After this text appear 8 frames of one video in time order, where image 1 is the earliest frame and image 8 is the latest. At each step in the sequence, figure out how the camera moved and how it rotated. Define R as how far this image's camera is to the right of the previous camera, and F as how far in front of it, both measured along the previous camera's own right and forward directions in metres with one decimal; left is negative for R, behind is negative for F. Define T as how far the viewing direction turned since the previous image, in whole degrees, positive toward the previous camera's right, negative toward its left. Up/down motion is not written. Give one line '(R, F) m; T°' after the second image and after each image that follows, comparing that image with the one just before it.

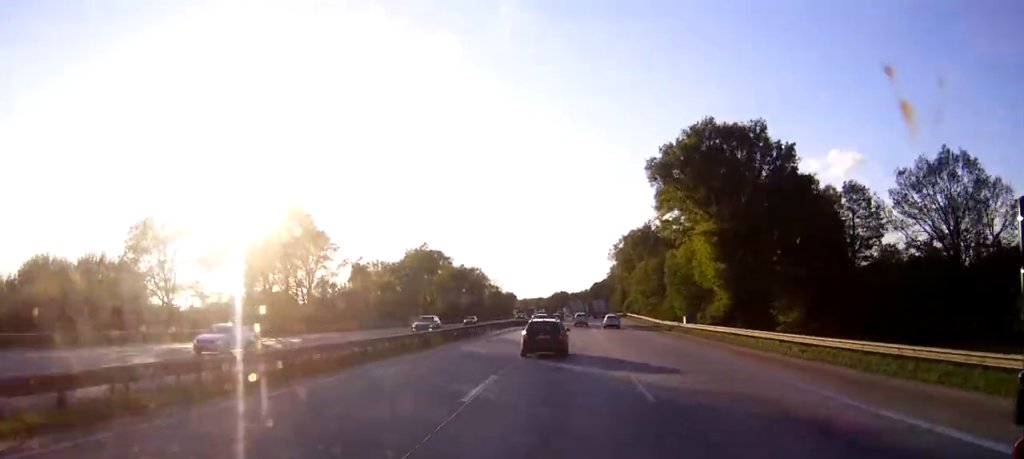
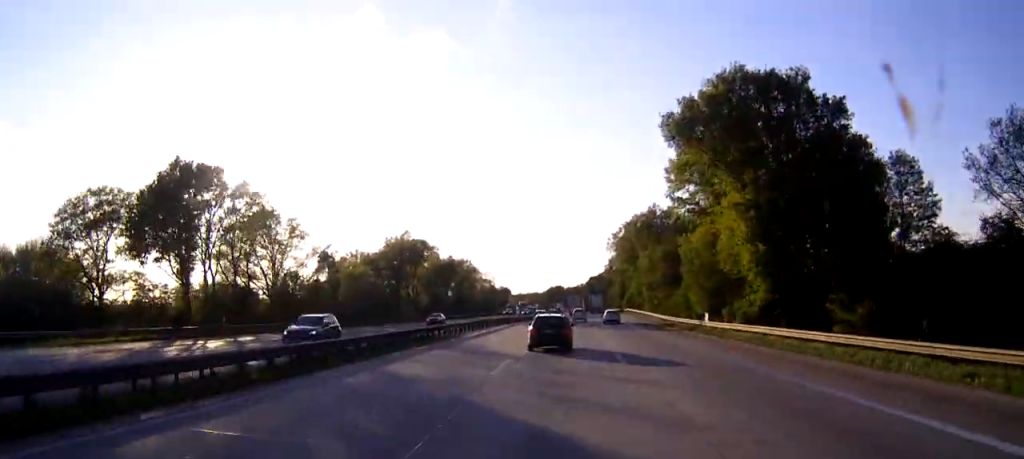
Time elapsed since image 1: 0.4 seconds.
(+0.1, +13.0) m; 0°
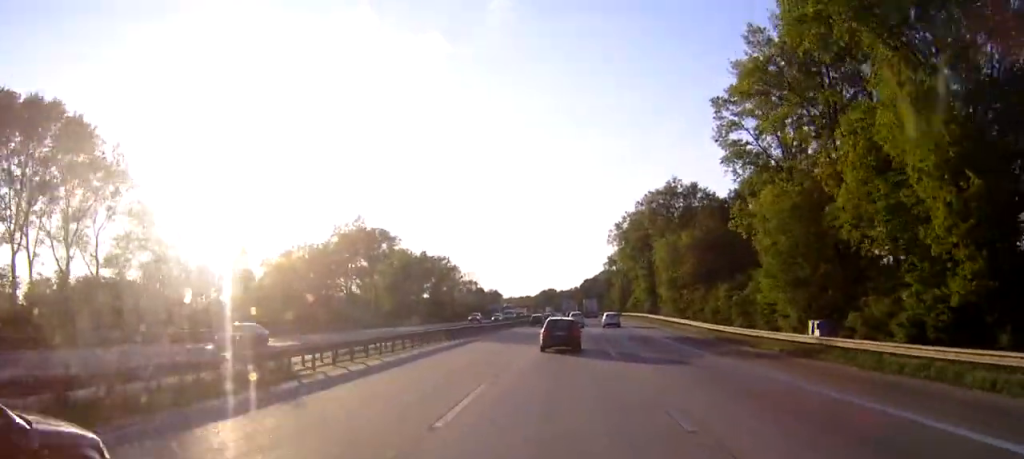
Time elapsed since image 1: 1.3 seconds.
(+0.1, +26.9) m; 0°
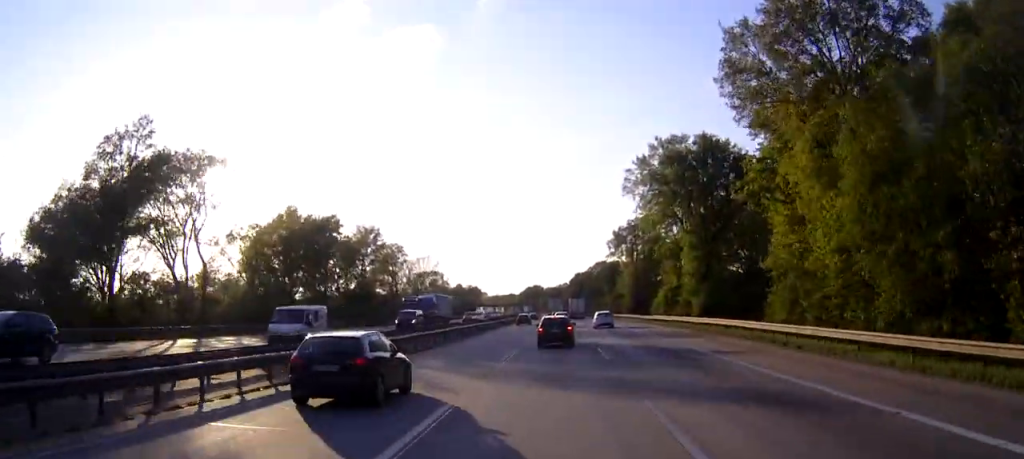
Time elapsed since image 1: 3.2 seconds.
(+0.4, +56.5) m; +1°
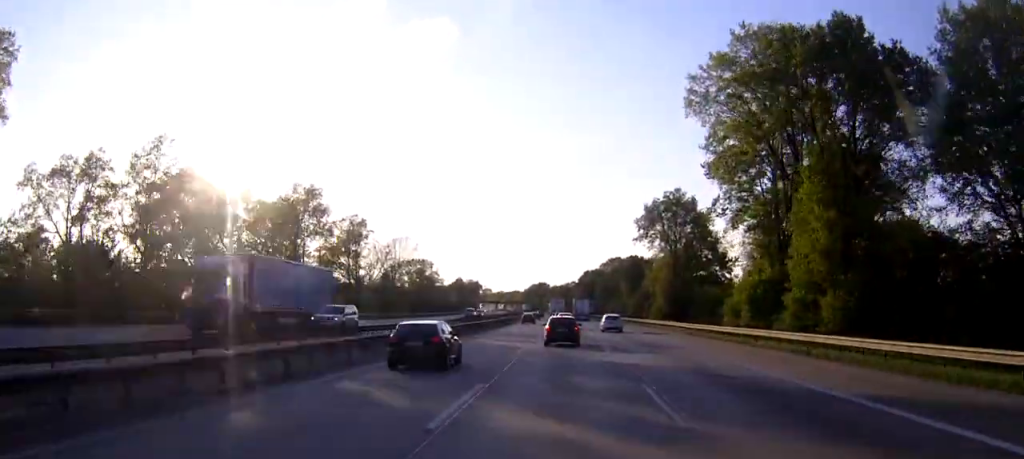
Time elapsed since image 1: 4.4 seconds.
(0.0, +33.3) m; 0°
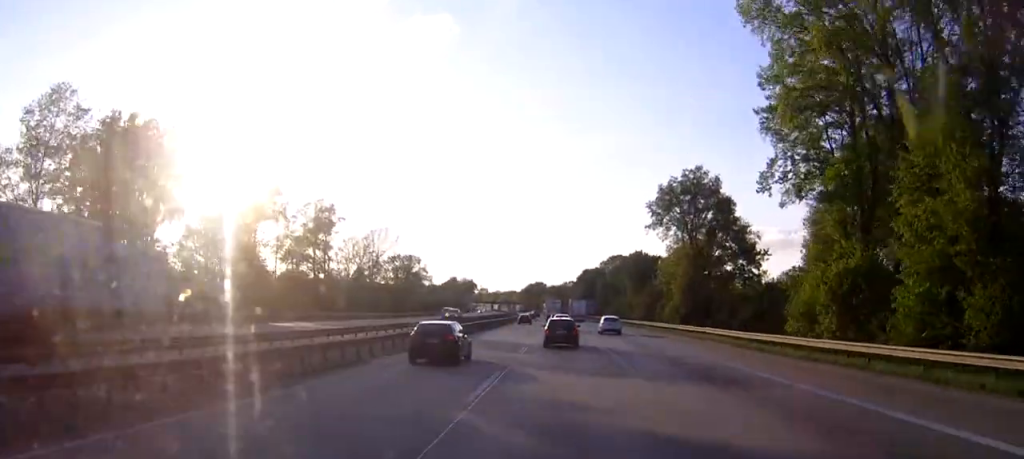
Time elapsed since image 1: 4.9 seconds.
(0.0, +14.6) m; 0°
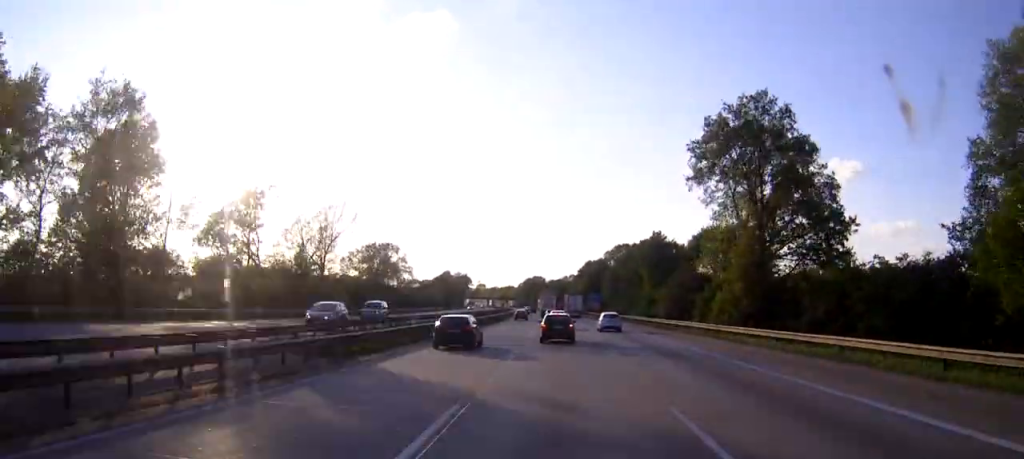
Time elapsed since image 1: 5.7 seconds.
(0.0, +25.1) m; 0°
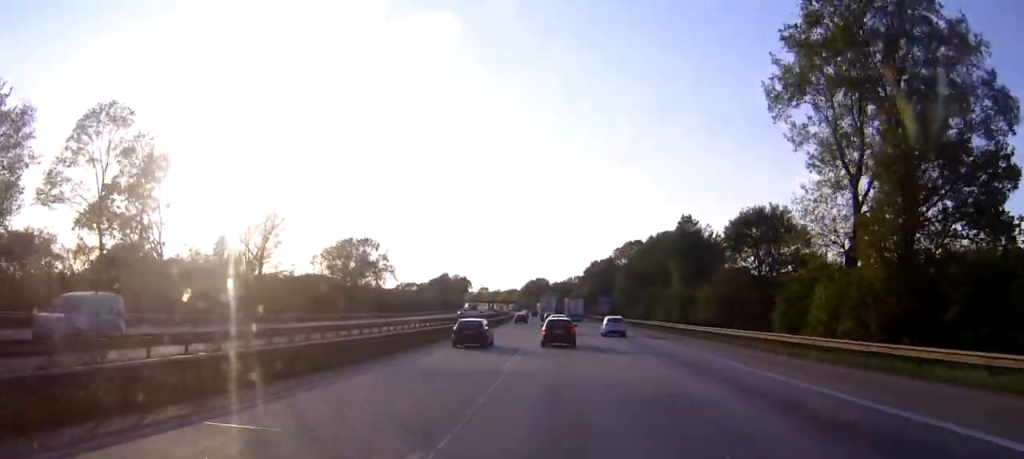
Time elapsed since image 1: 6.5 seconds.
(-0.2, +22.1) m; 0°
